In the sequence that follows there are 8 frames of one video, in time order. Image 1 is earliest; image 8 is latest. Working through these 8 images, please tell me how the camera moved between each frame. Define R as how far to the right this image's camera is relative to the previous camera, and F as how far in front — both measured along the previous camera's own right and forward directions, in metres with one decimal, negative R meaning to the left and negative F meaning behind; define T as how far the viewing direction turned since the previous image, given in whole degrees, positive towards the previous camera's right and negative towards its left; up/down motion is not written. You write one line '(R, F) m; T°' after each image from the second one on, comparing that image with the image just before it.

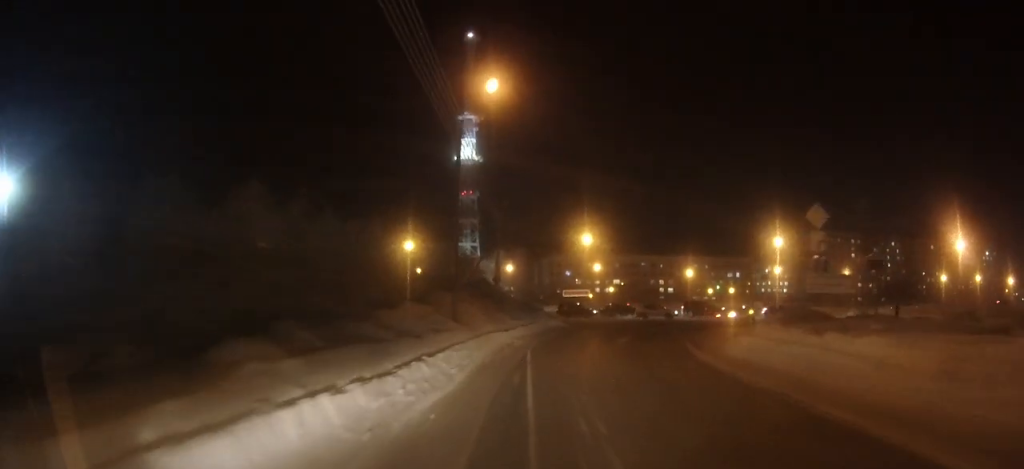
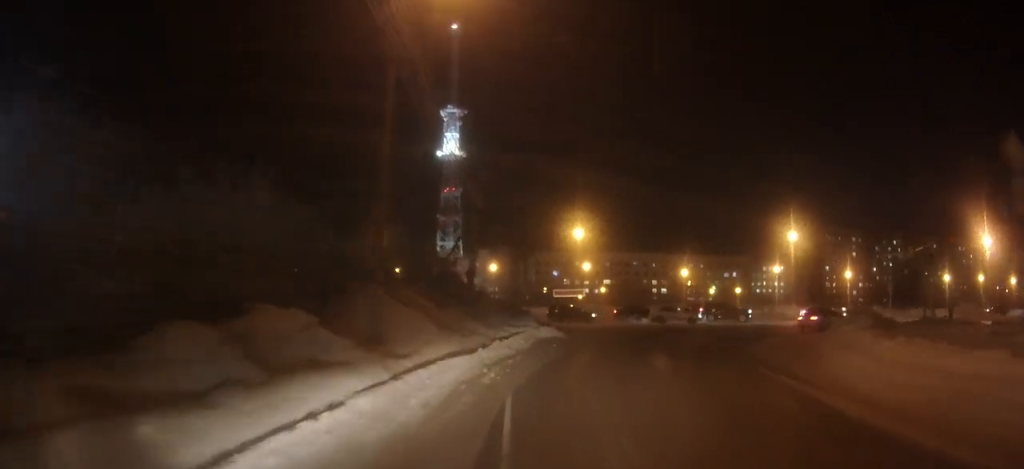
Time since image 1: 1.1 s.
(+0.2, +11.4) m; +2°
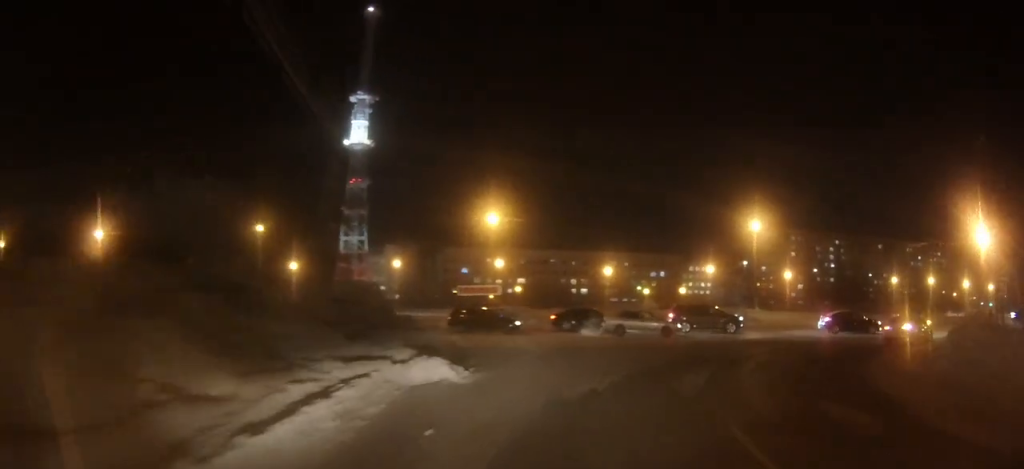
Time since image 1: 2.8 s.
(+0.7, +16.3) m; +7°
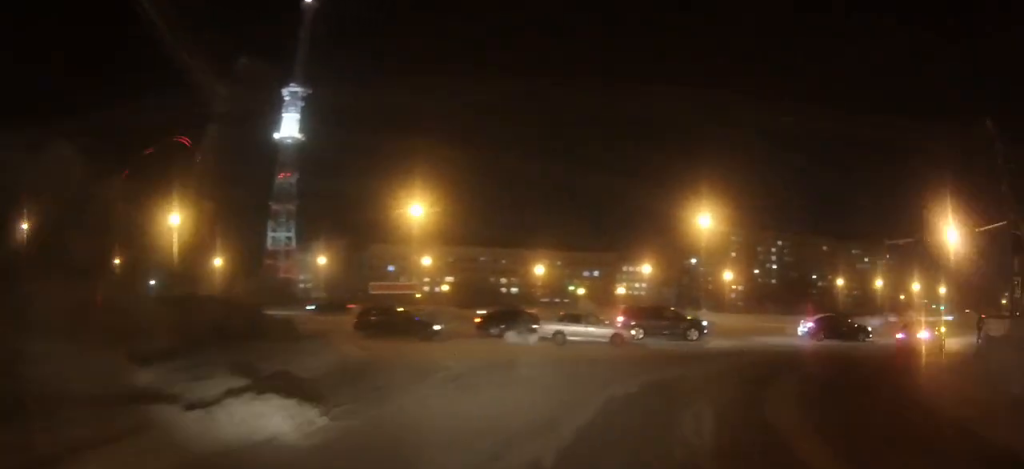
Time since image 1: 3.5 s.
(+0.3, +6.1) m; +6°
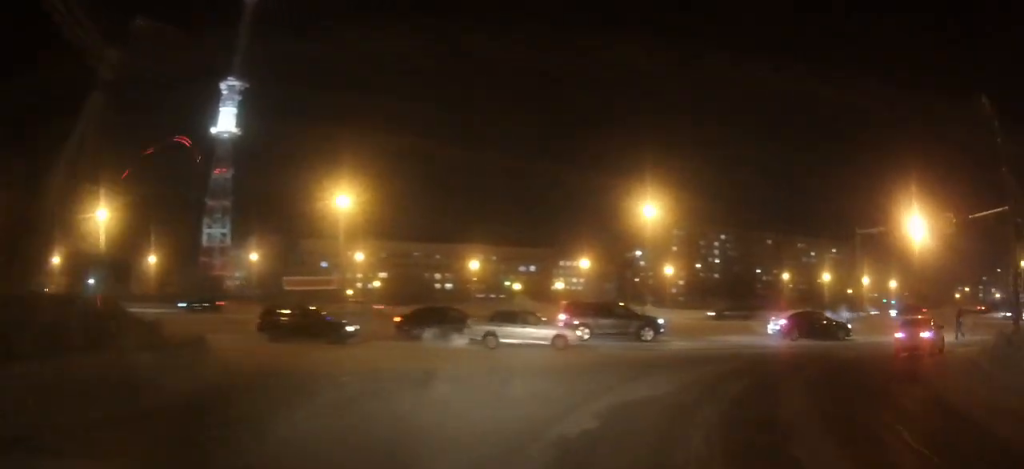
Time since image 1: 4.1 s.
(+0.2, +4.4) m; +5°
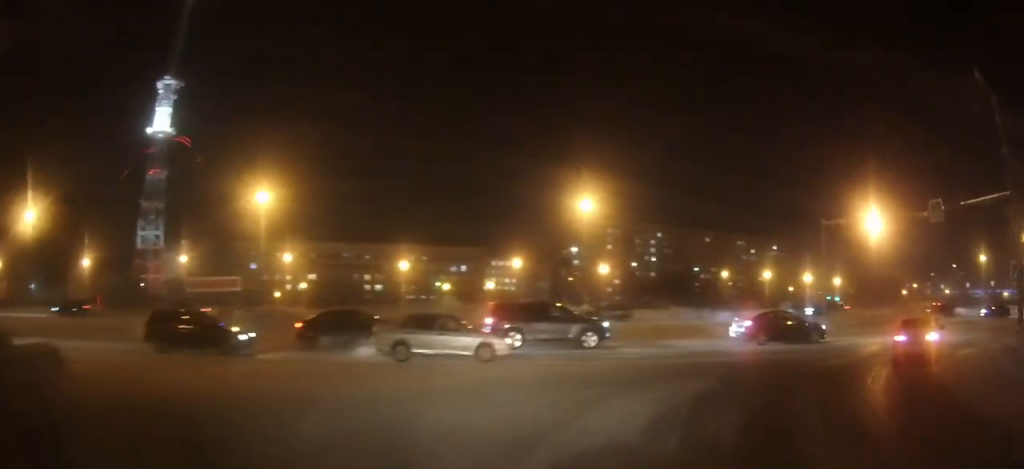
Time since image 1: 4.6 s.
(+0.2, +4.4) m; +6°
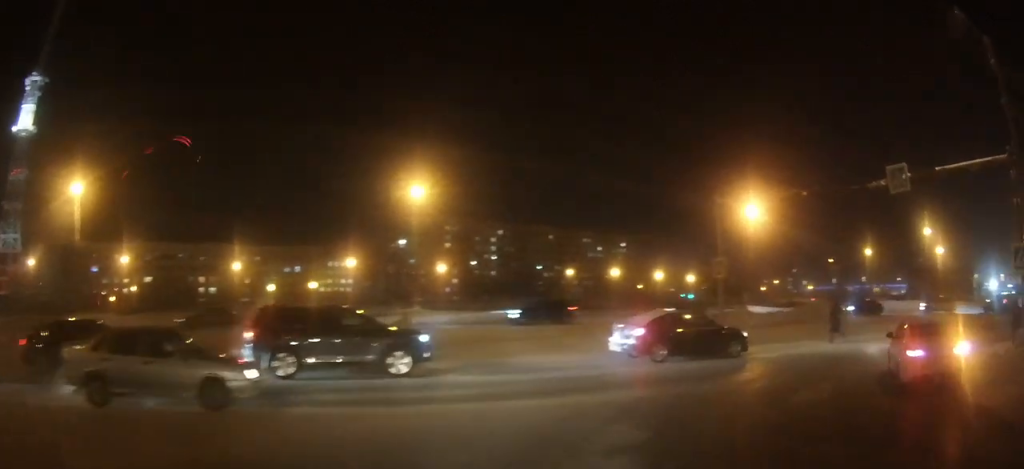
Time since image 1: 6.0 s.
(+1.2, +8.7) m; +16°
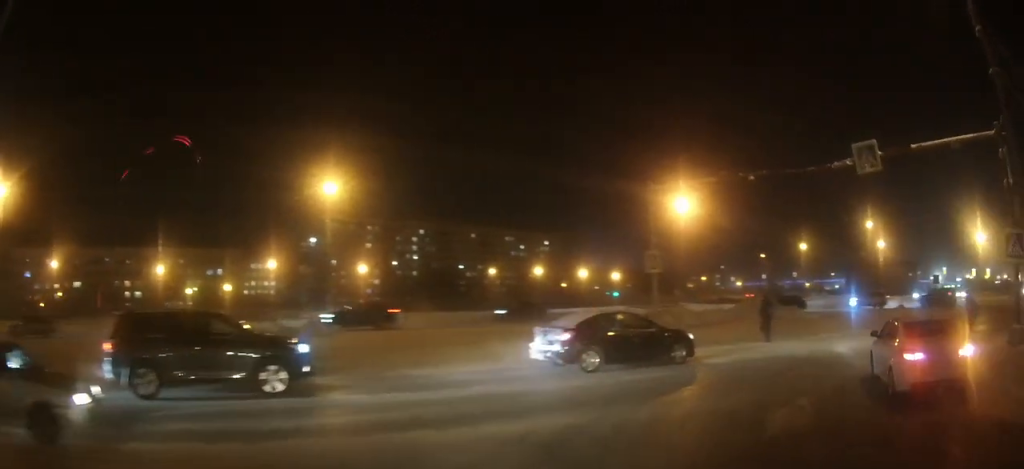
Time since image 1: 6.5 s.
(+0.2, +3.1) m; +6°
